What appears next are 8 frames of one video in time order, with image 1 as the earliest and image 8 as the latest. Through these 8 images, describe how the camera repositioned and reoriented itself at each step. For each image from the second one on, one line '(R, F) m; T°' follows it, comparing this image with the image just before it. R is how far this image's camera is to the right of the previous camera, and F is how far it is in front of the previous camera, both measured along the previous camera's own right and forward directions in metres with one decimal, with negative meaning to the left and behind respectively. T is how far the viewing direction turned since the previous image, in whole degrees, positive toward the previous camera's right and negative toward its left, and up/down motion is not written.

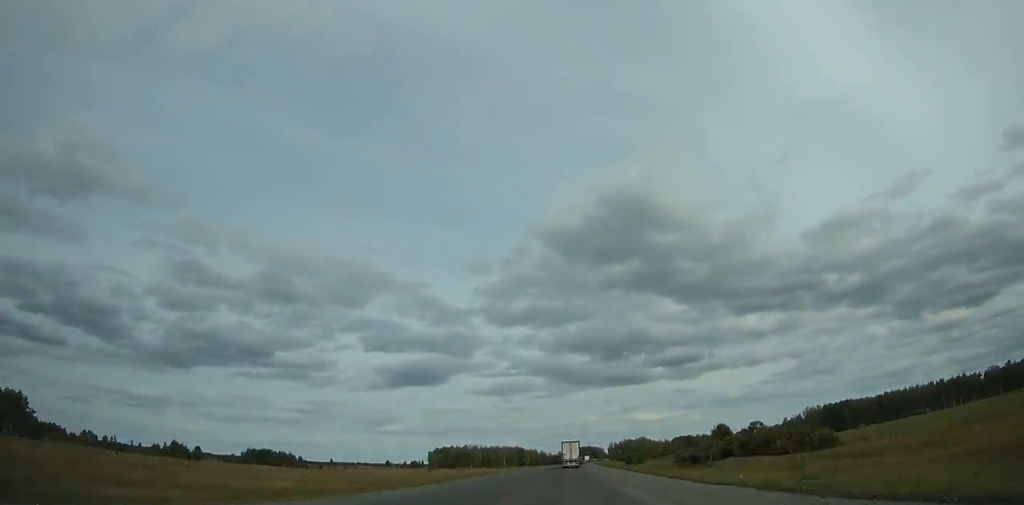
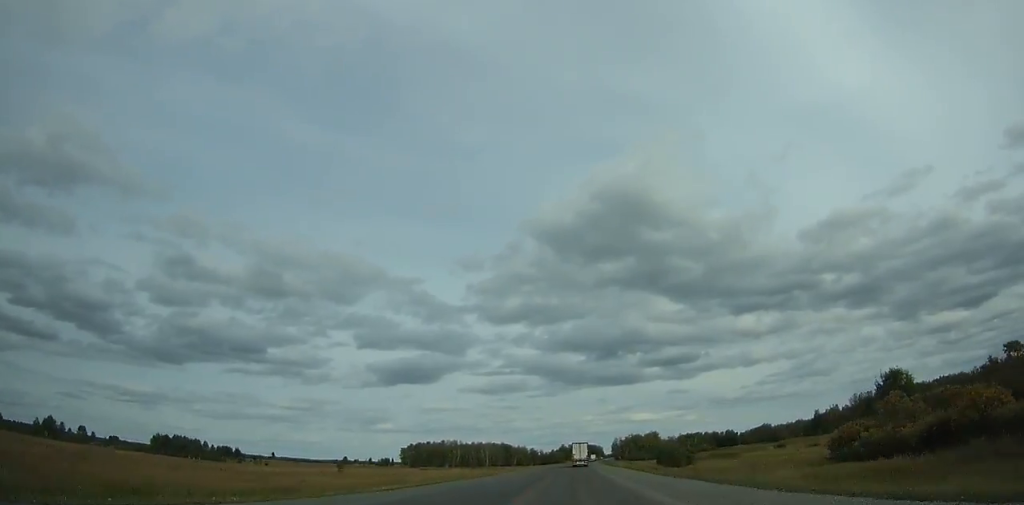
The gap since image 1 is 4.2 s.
(+0.6, +85.8) m; +1°
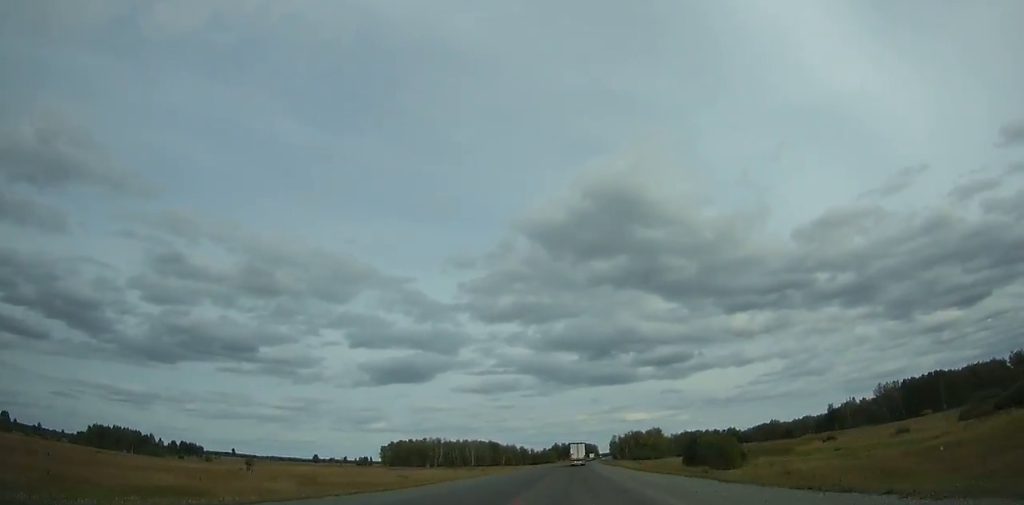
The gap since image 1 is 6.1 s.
(+0.1, +38.9) m; 0°
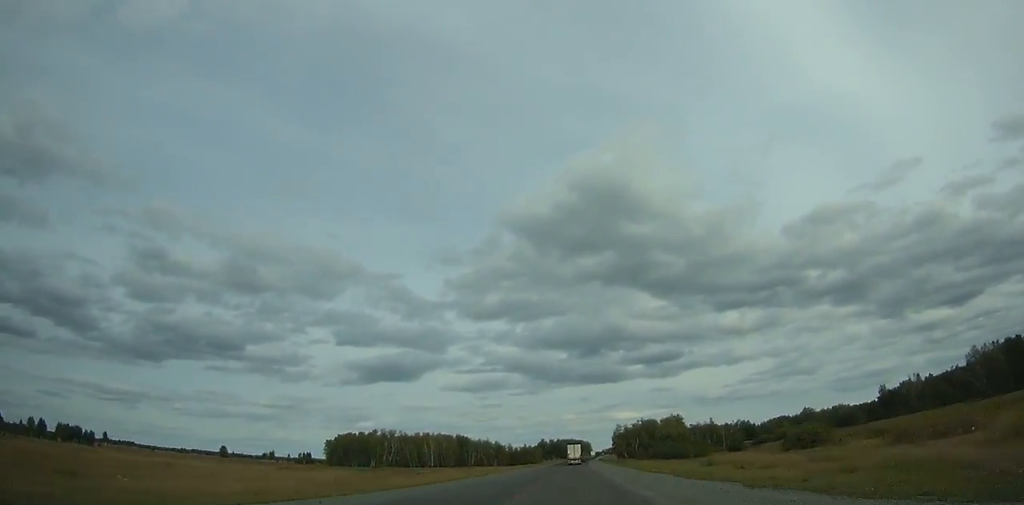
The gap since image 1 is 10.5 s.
(+1.1, +91.3) m; +1°
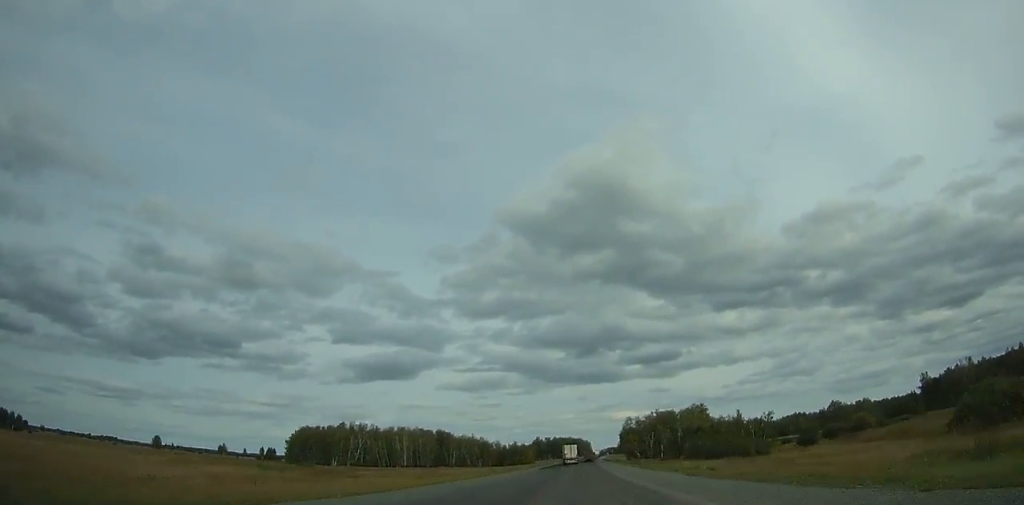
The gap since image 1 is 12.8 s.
(0.0, +48.7) m; 0°
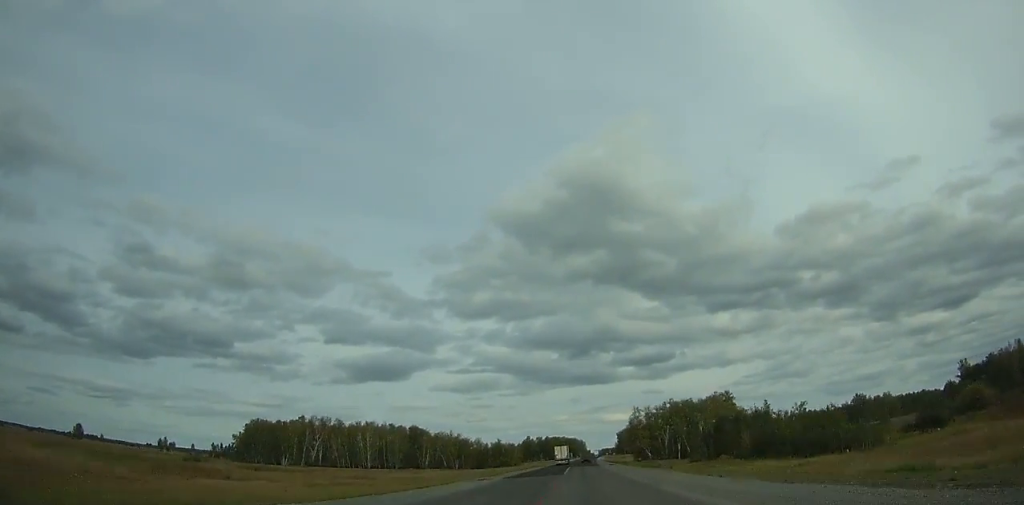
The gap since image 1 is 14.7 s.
(0.0, +40.6) m; +1°
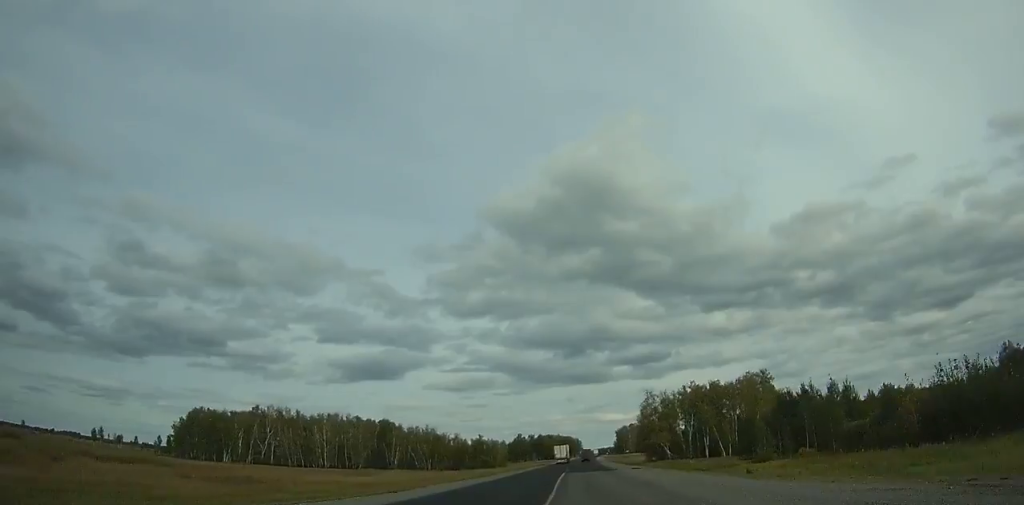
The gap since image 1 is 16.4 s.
(+0.1, +36.6) m; +1°
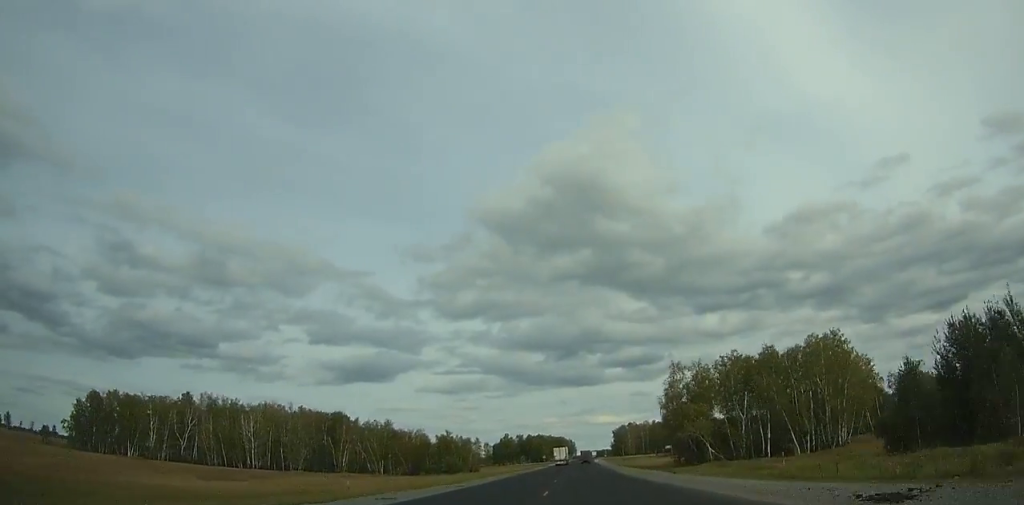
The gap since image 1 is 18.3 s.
(+0.6, +41.2) m; +1°
